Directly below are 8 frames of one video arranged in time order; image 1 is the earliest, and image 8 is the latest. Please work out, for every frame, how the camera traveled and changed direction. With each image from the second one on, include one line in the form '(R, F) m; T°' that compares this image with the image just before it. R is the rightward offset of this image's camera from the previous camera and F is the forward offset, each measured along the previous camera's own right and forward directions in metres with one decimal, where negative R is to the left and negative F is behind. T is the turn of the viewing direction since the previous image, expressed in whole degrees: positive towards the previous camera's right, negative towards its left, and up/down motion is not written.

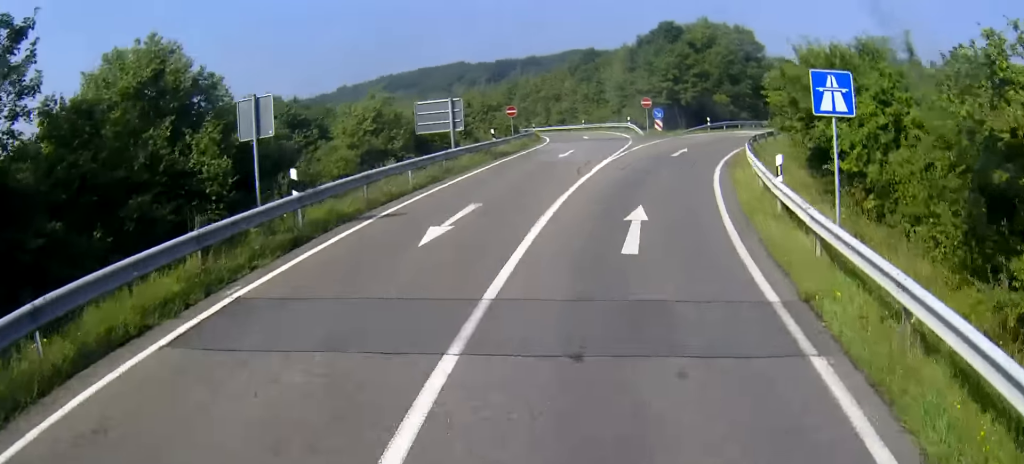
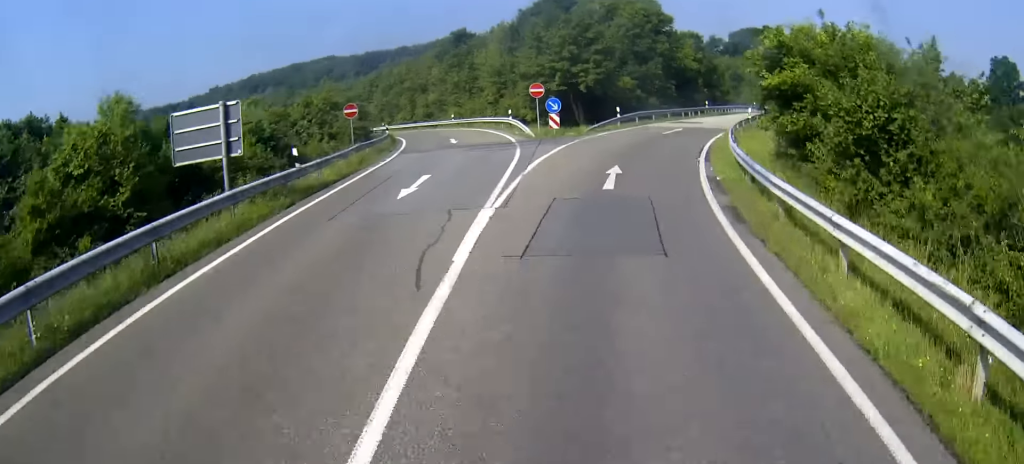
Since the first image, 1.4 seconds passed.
(+1.4, +13.0) m; +6°
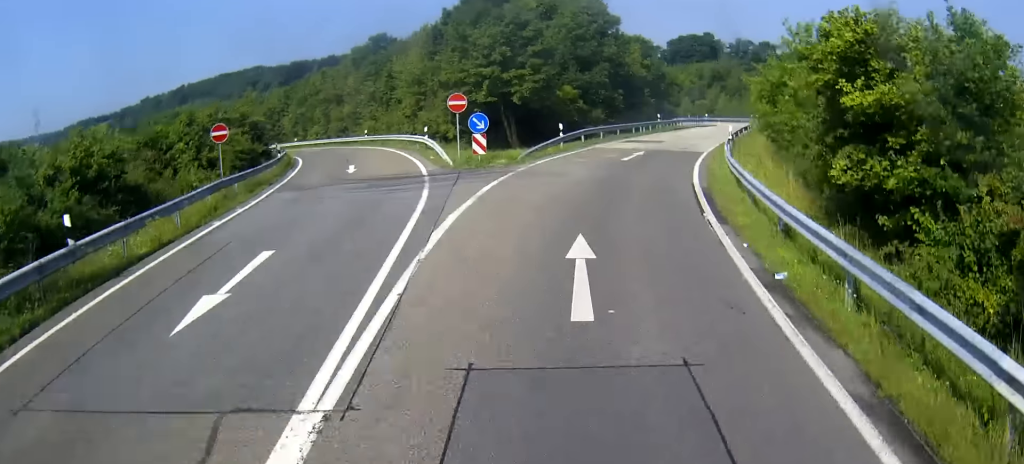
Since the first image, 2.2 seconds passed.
(0.0, +8.3) m; +3°
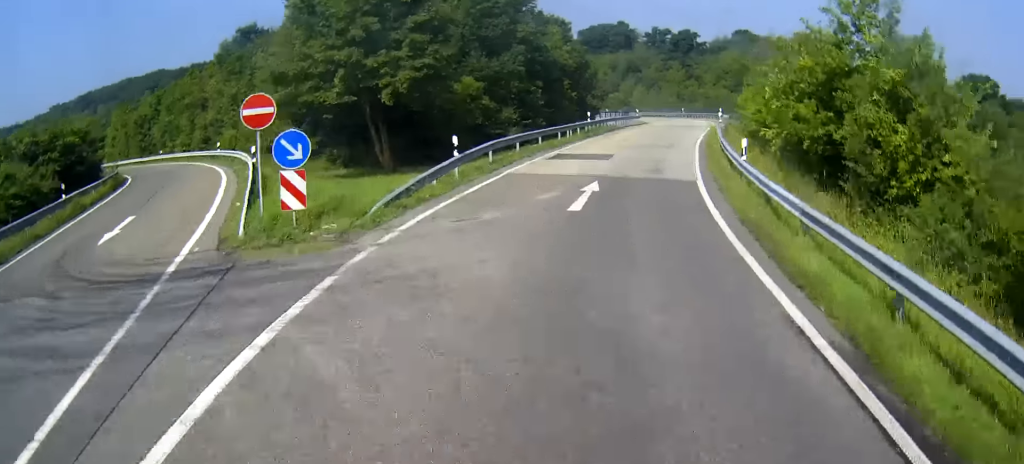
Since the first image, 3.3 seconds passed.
(+0.9, +12.5) m; +9°
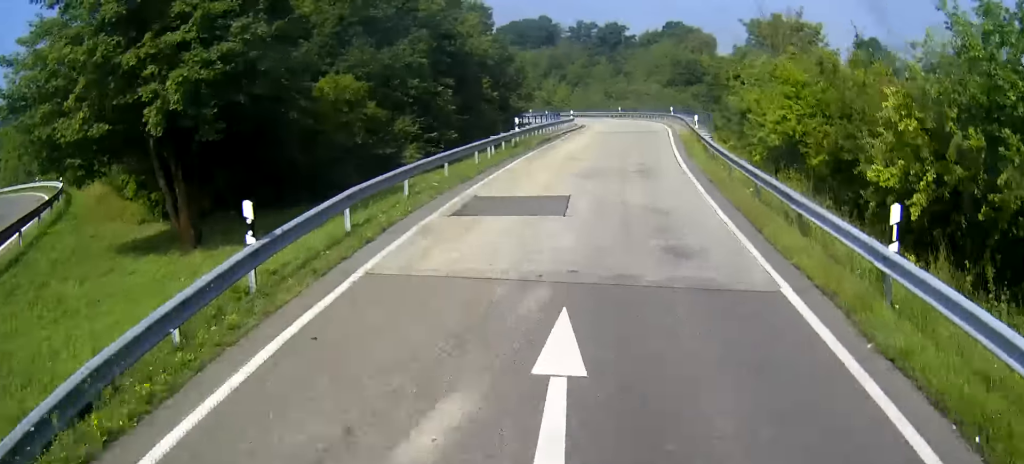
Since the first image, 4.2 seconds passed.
(+0.8, +11.2) m; +8°
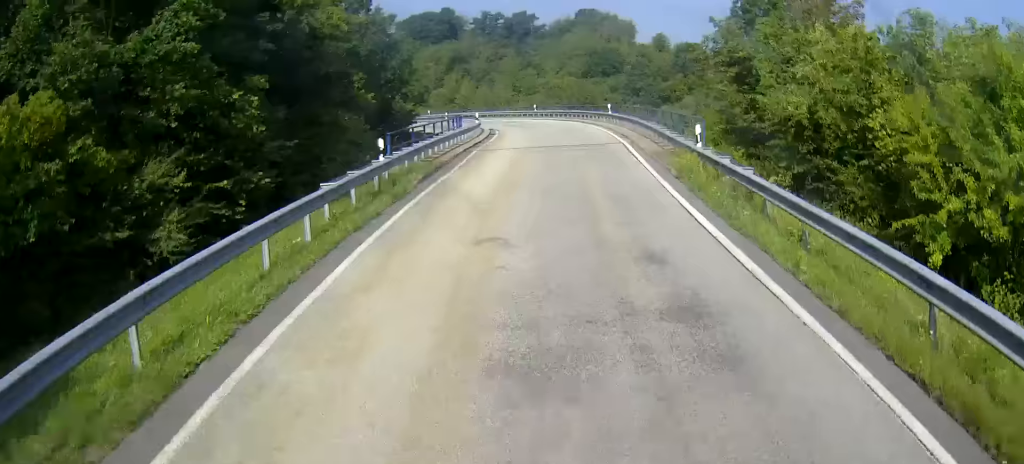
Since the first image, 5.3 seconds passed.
(+1.0, +13.5) m; +7°
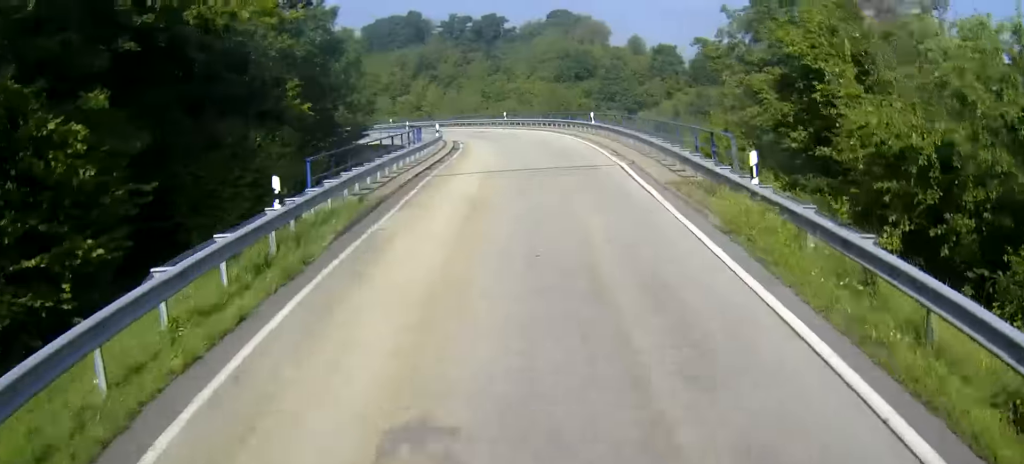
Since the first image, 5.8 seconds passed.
(+0.3, +6.5) m; +2°
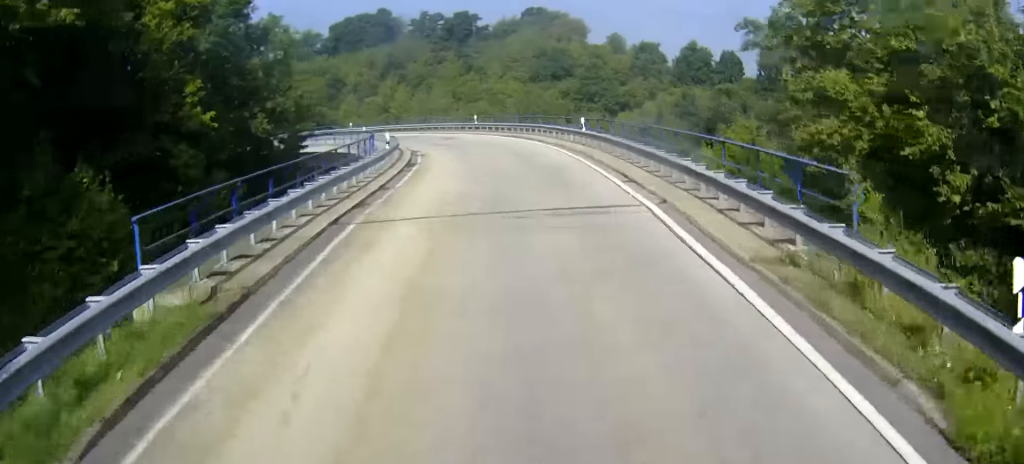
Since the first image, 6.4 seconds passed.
(0.0, +7.6) m; 0°
